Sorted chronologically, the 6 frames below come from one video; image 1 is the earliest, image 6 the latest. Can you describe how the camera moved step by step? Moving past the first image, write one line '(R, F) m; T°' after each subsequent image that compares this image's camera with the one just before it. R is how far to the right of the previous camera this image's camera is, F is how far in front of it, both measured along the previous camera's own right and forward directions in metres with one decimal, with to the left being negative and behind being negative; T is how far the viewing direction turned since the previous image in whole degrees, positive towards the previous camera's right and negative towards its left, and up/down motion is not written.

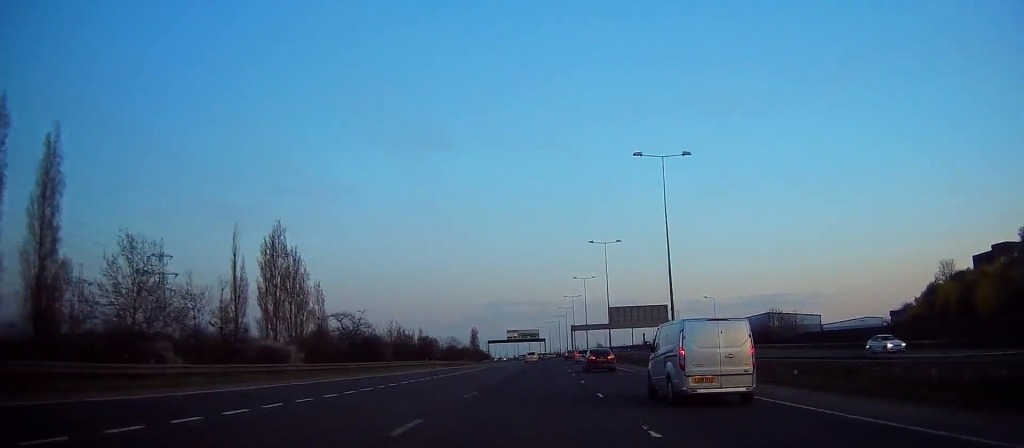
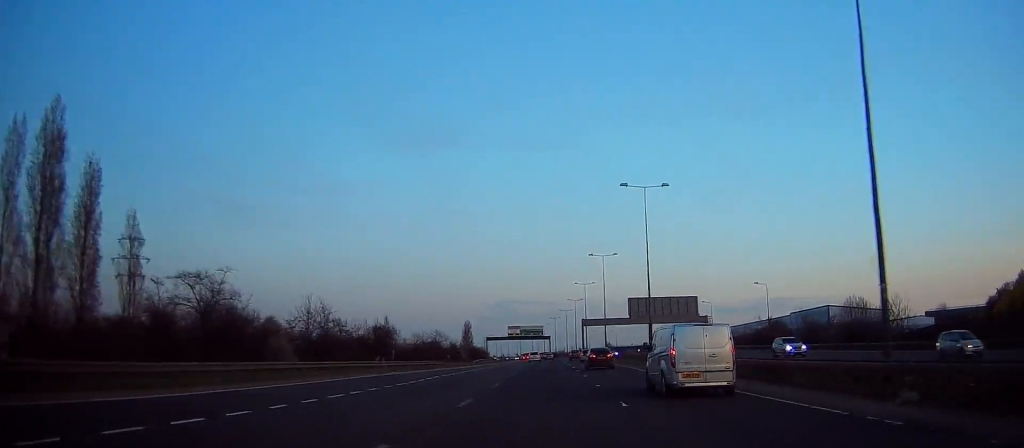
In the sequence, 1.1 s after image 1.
(+0.1, +30.1) m; 0°
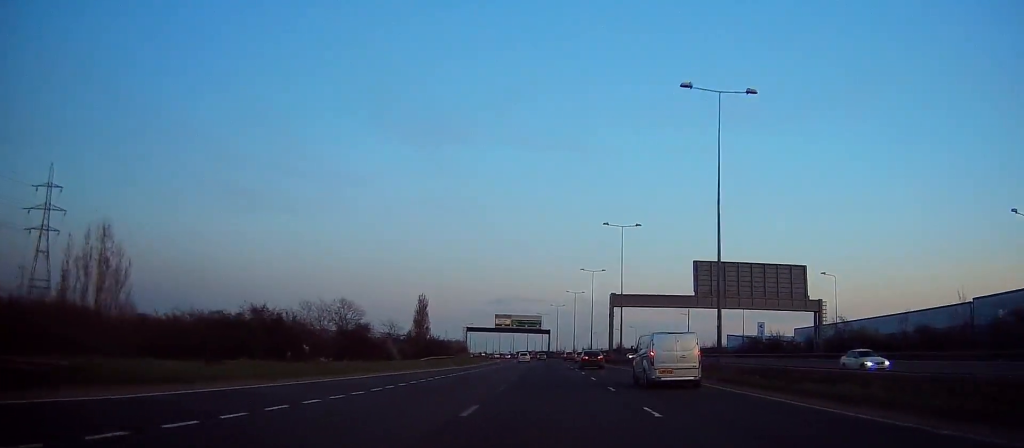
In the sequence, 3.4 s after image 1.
(-0.5, +64.1) m; 0°
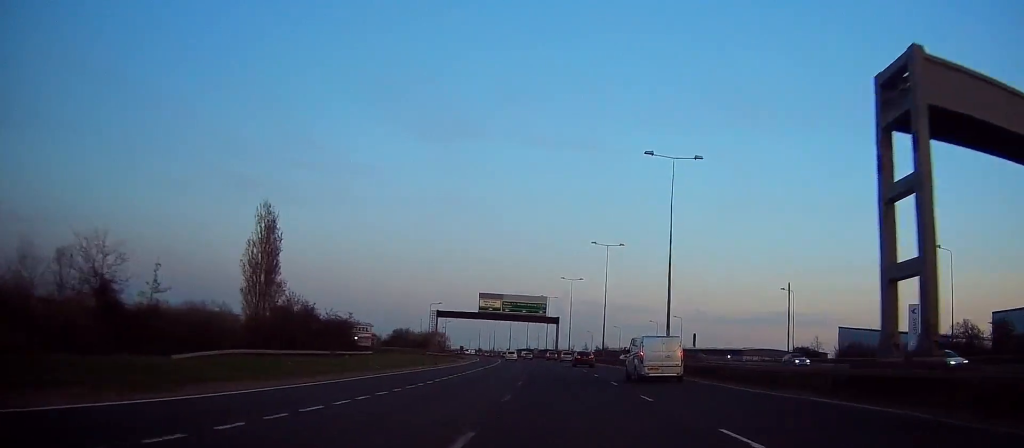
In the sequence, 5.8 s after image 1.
(-0.5, +66.5) m; 0°
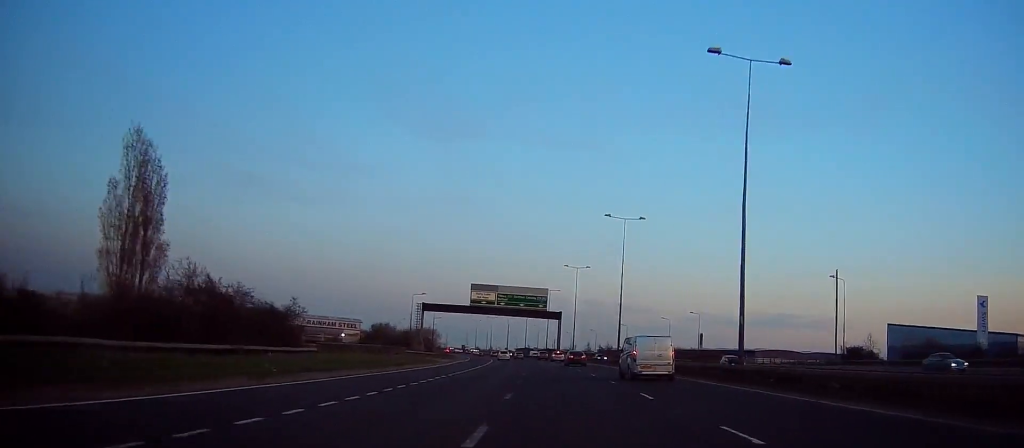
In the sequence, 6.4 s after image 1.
(+0.4, +17.3) m; 0°
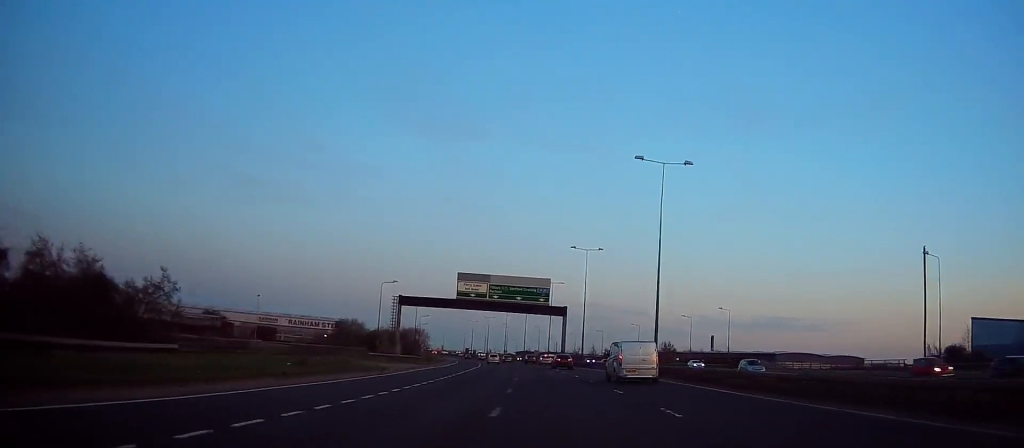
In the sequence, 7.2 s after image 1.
(0.0, +21.7) m; -1°
